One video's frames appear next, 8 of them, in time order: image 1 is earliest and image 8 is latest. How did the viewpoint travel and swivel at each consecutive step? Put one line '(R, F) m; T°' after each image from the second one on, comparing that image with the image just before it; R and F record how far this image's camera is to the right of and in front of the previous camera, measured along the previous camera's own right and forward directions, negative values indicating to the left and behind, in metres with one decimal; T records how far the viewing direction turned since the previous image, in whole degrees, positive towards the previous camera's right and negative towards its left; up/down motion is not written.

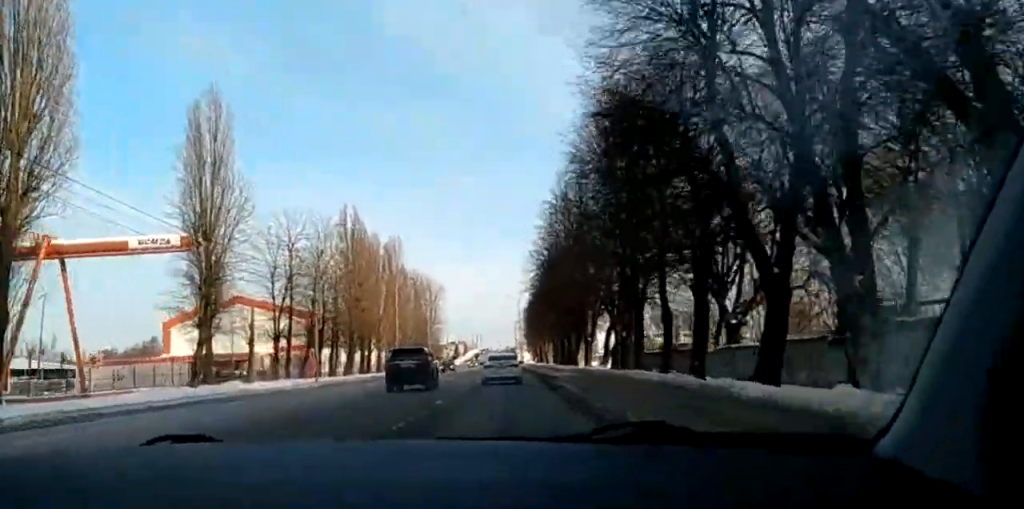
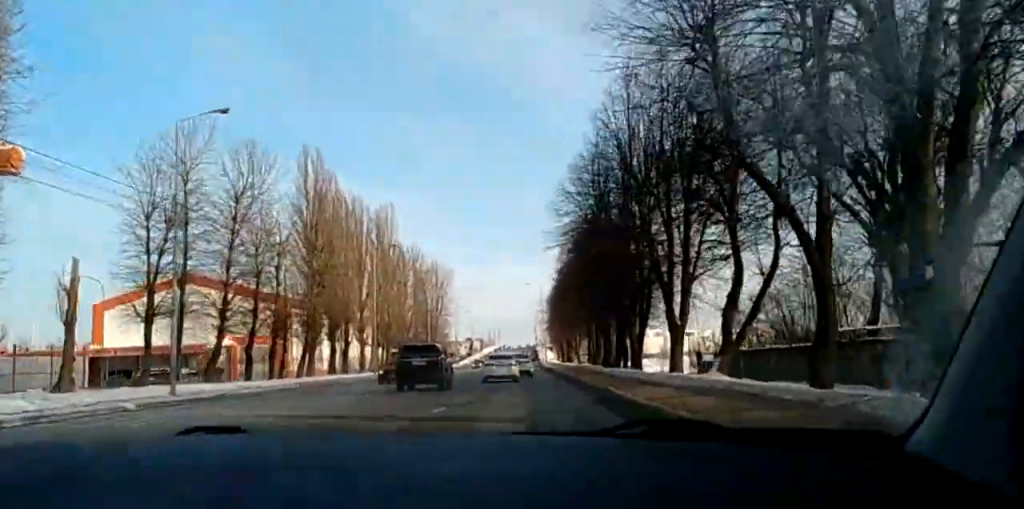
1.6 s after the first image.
(+0.7, +28.7) m; +2°
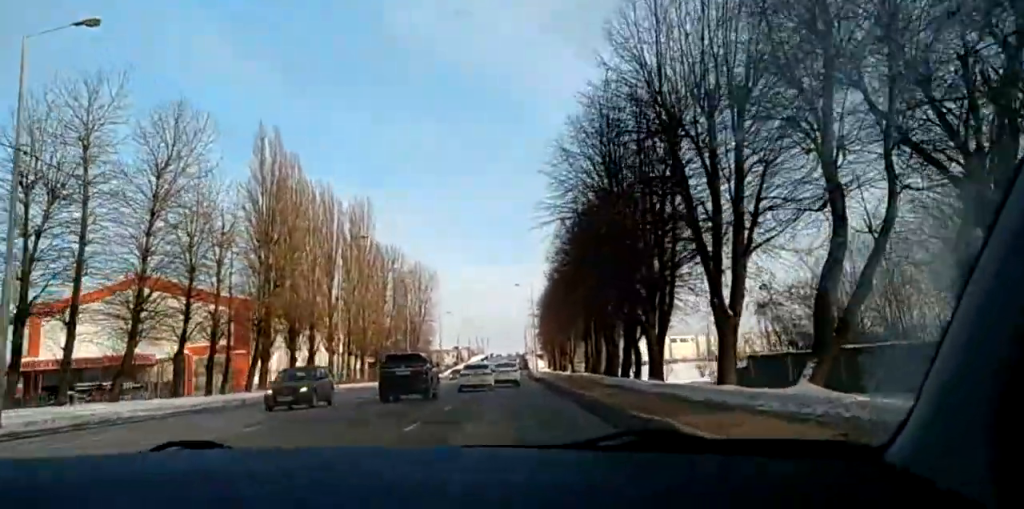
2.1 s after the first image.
(+0.2, +10.3) m; 0°
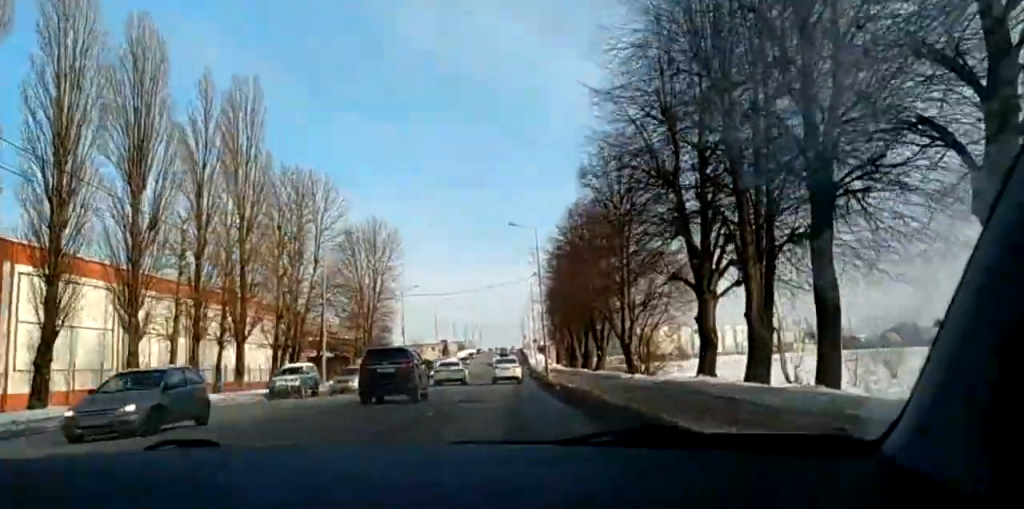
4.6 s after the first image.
(-0.1, +44.8) m; 0°
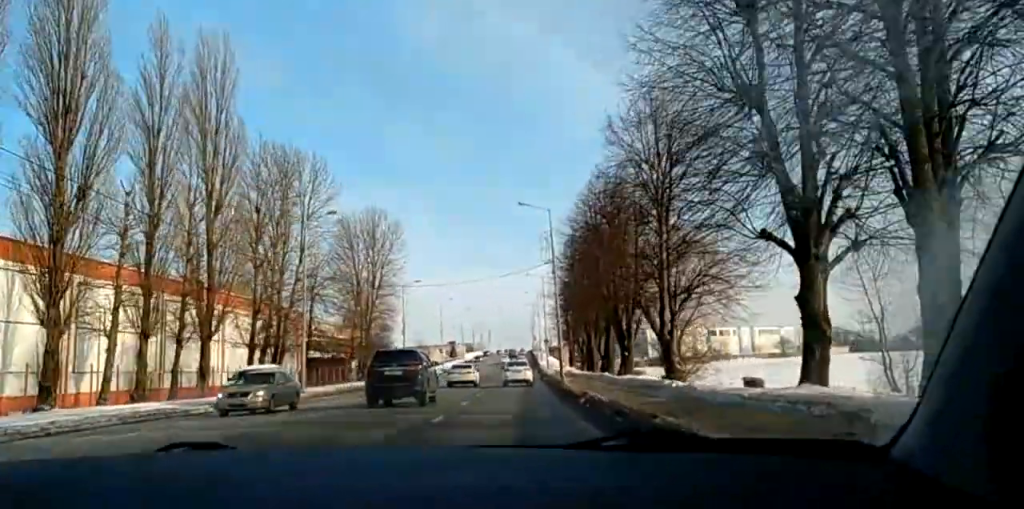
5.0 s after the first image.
(+0.2, +8.7) m; -1°
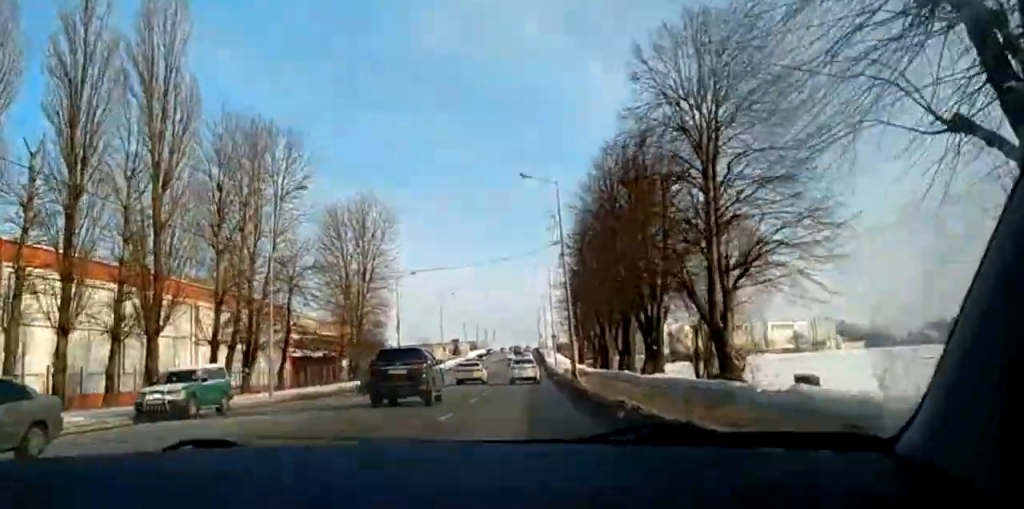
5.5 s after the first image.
(-0.3, +8.0) m; 0°
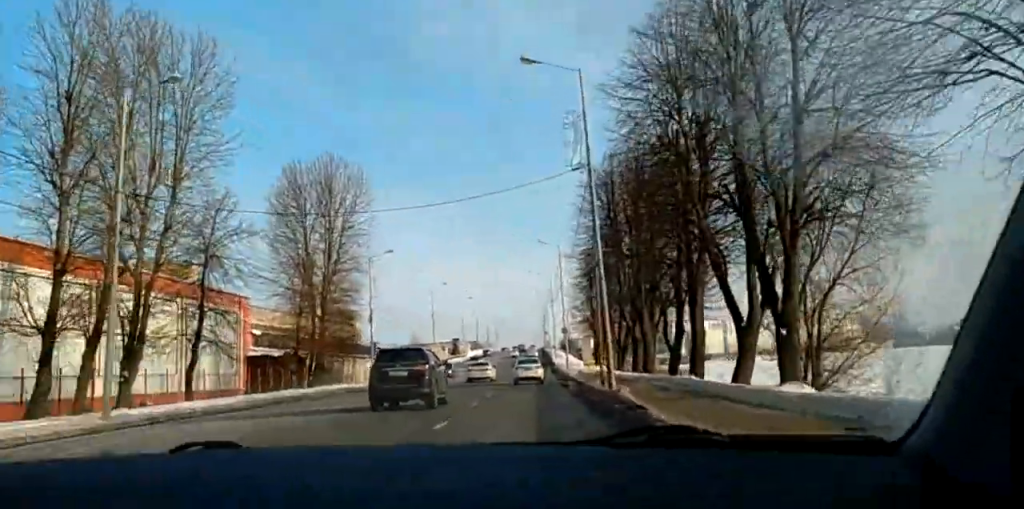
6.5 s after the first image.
(-0.1, +18.1) m; 0°
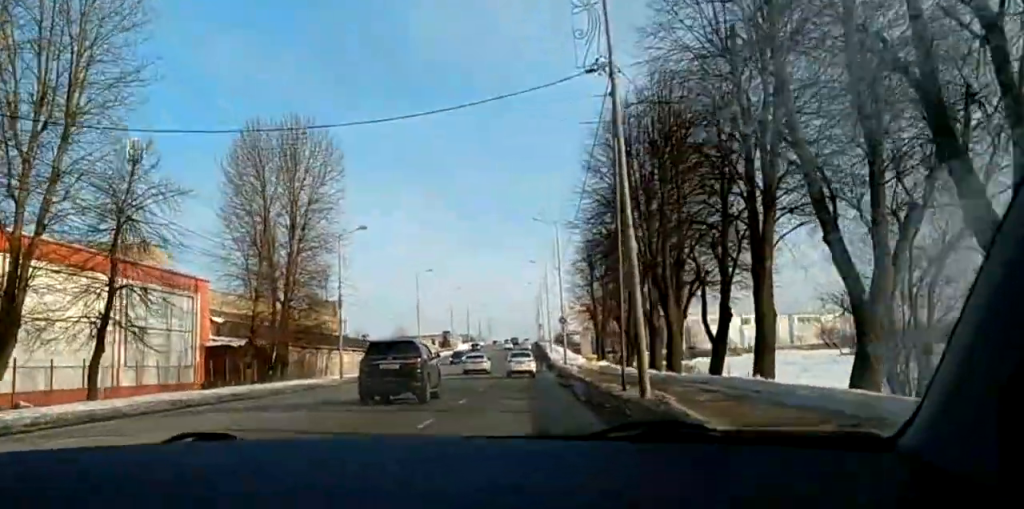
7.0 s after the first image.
(+0.2, +9.4) m; 0°
